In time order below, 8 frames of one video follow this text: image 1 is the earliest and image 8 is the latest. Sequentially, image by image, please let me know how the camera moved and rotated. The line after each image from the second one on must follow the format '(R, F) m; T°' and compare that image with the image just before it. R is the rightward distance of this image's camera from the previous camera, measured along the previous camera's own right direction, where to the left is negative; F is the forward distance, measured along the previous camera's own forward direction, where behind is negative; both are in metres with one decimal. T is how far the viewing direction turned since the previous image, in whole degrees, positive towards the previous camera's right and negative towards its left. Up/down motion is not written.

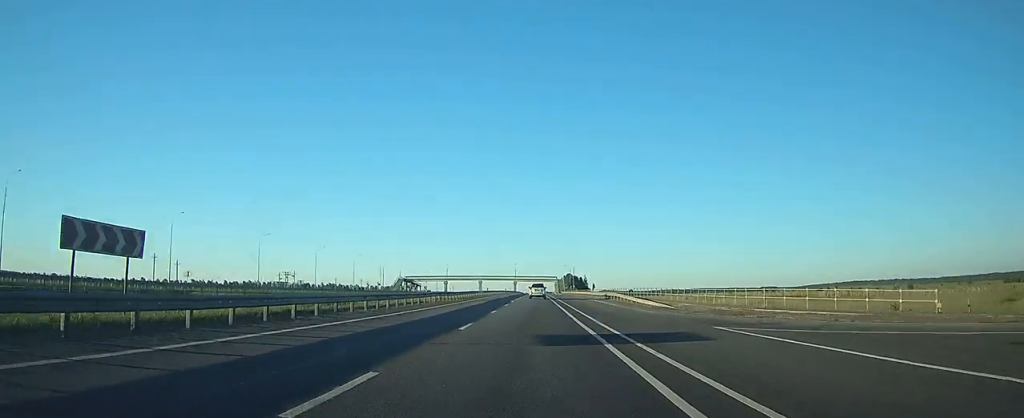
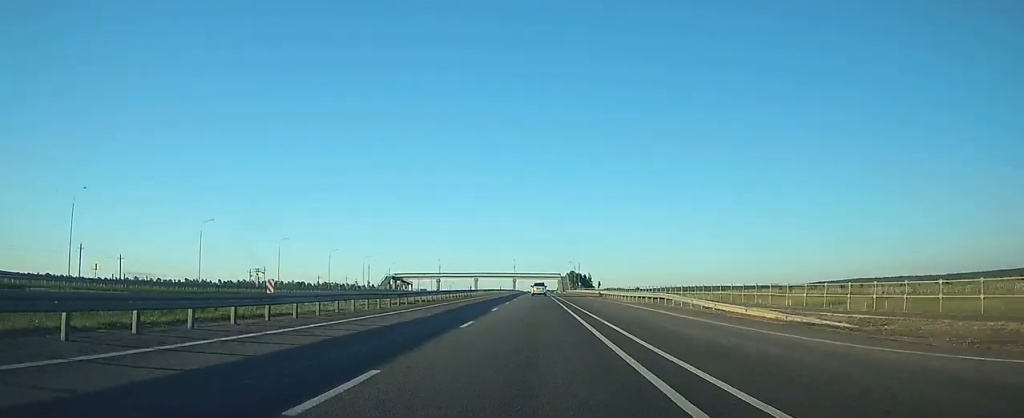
(-0.1, +23.8) m; 0°
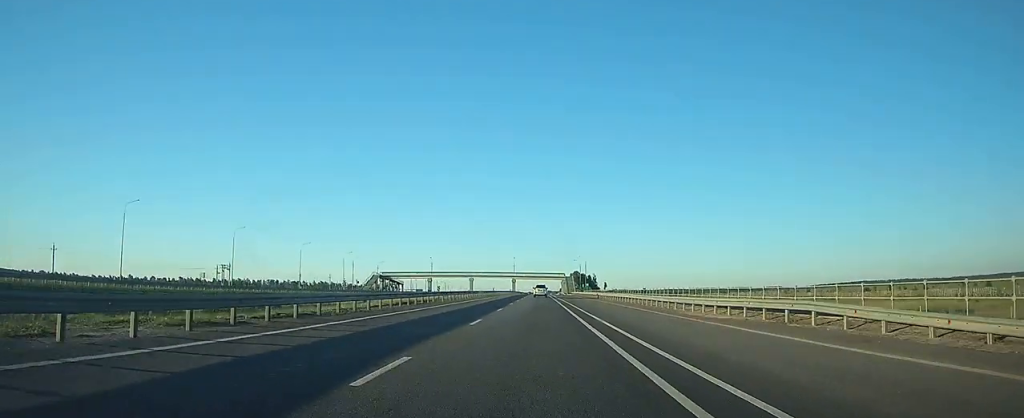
(0.0, +22.1) m; 0°
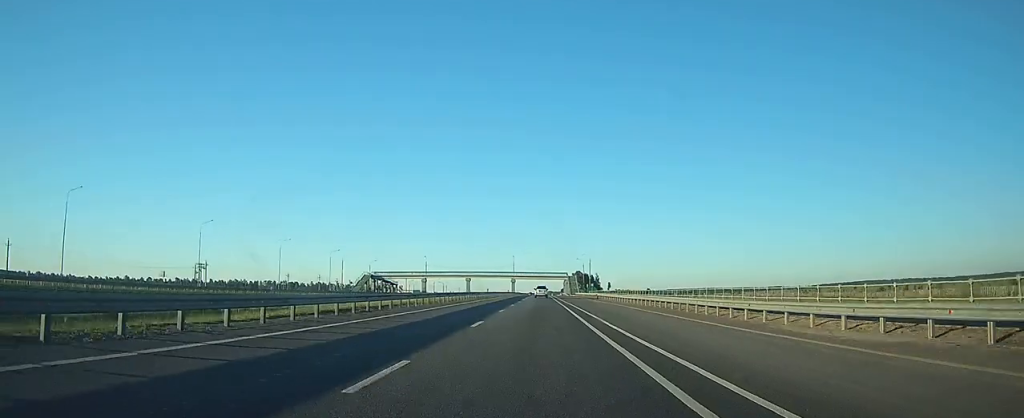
(0.0, +12.4) m; 0°
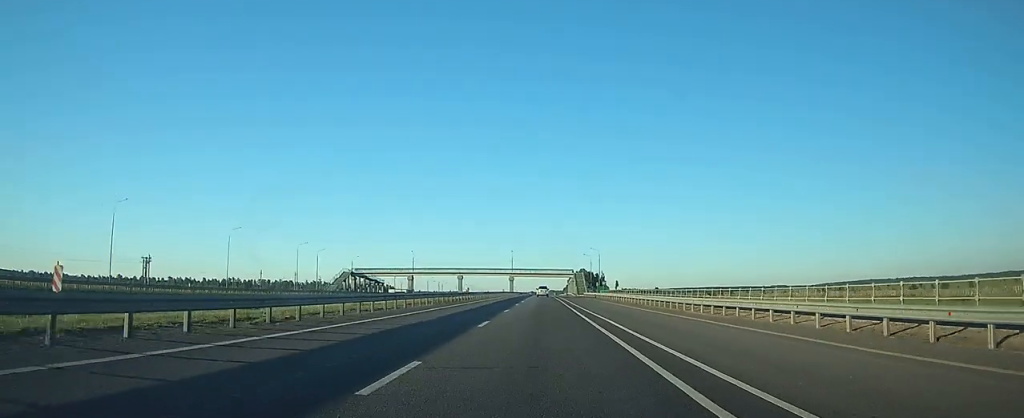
(-0.1, +23.9) m; 0°
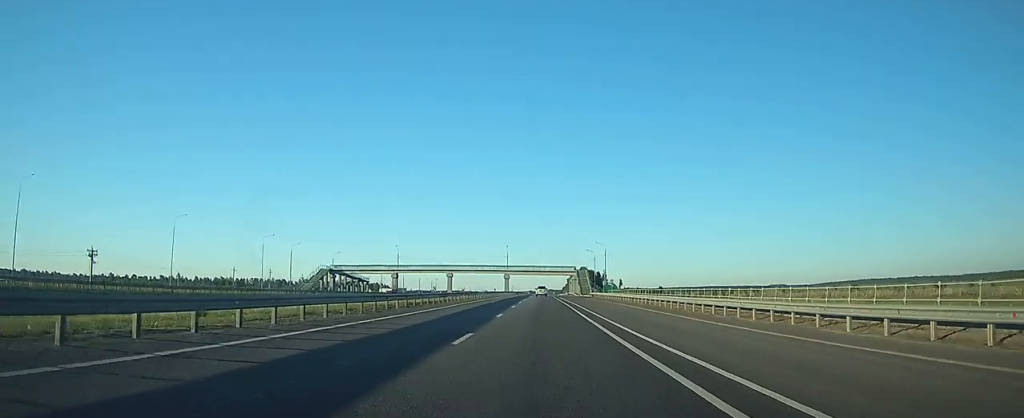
(0.0, +17.7) m; 0°
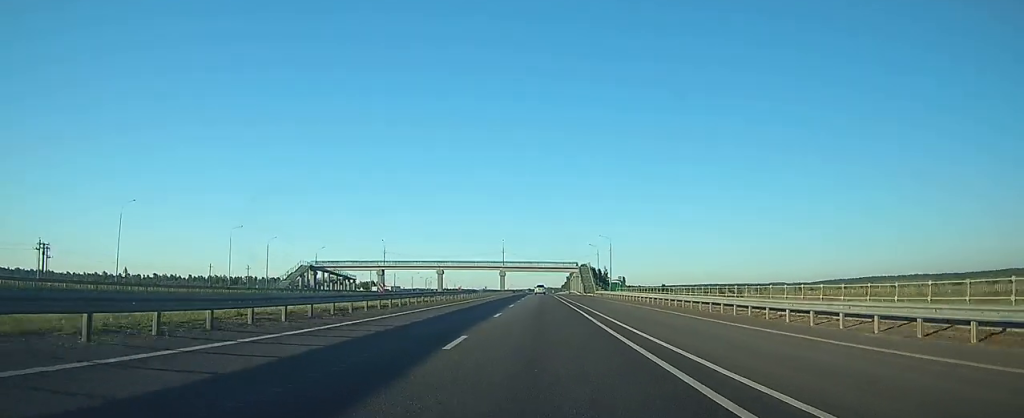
(0.0, +13.4) m; 0°
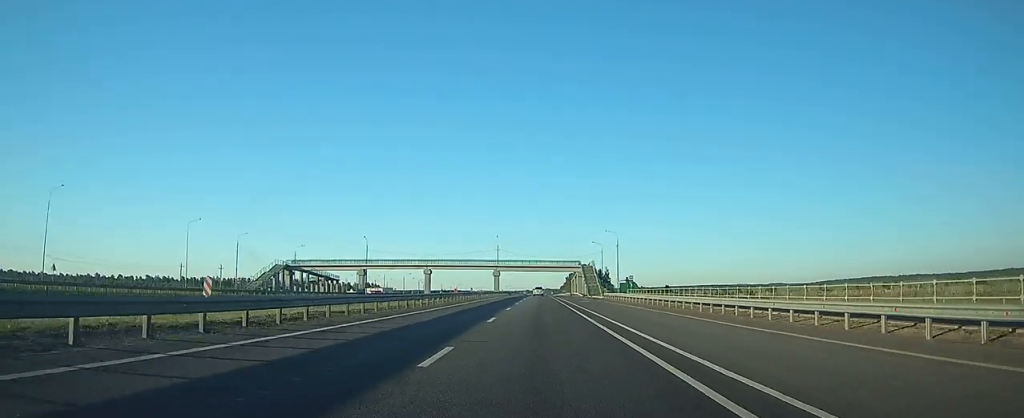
(0.0, +14.3) m; 0°
